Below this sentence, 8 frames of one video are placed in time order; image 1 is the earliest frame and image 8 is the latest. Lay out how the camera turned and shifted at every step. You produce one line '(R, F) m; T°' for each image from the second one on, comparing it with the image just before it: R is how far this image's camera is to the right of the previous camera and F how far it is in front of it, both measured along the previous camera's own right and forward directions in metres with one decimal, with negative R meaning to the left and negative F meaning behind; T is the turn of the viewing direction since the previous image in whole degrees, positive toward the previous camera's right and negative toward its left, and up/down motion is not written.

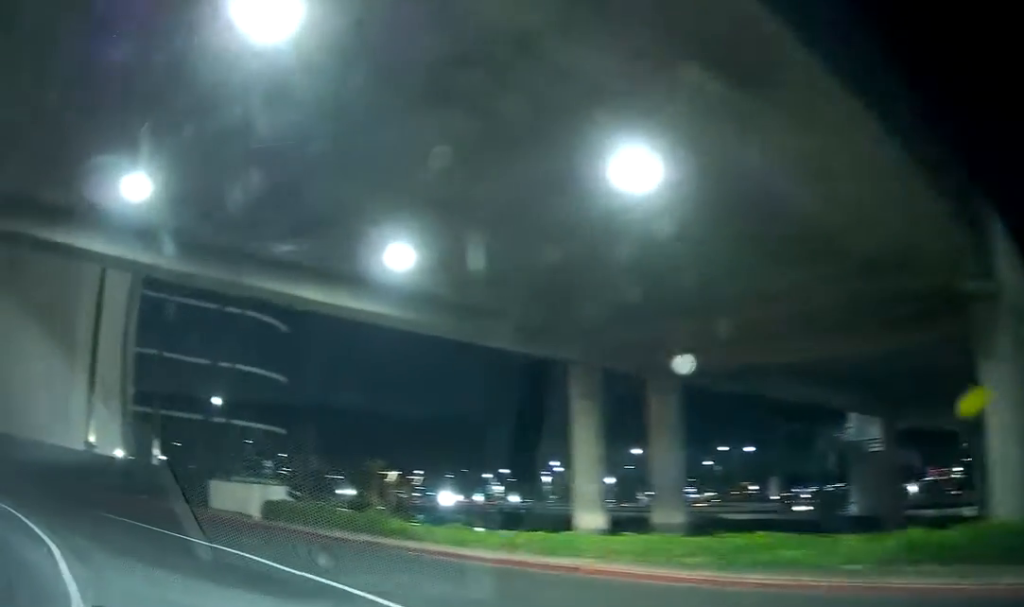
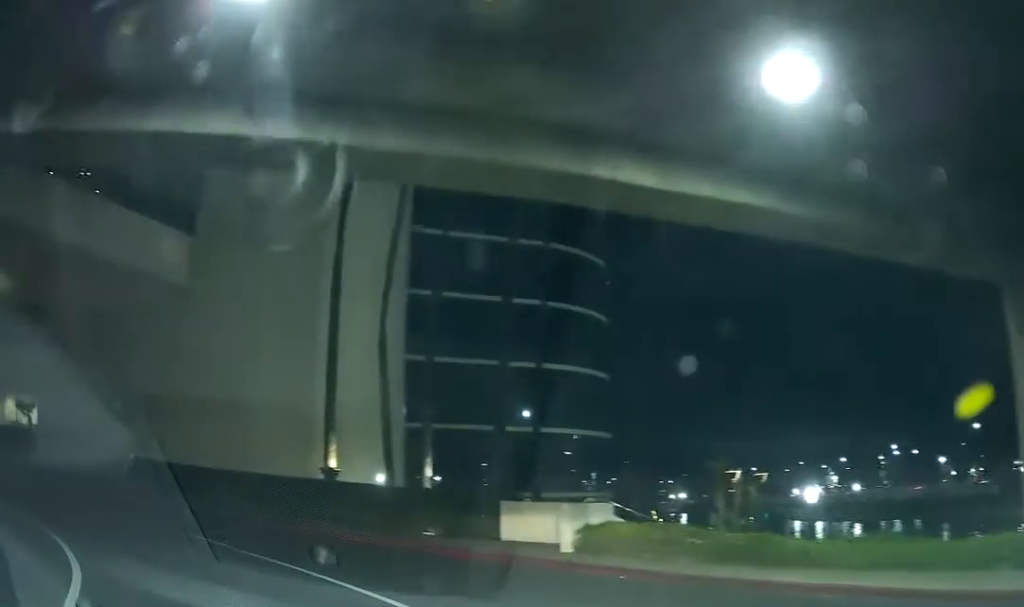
(-1.8, +7.1) m; -29°
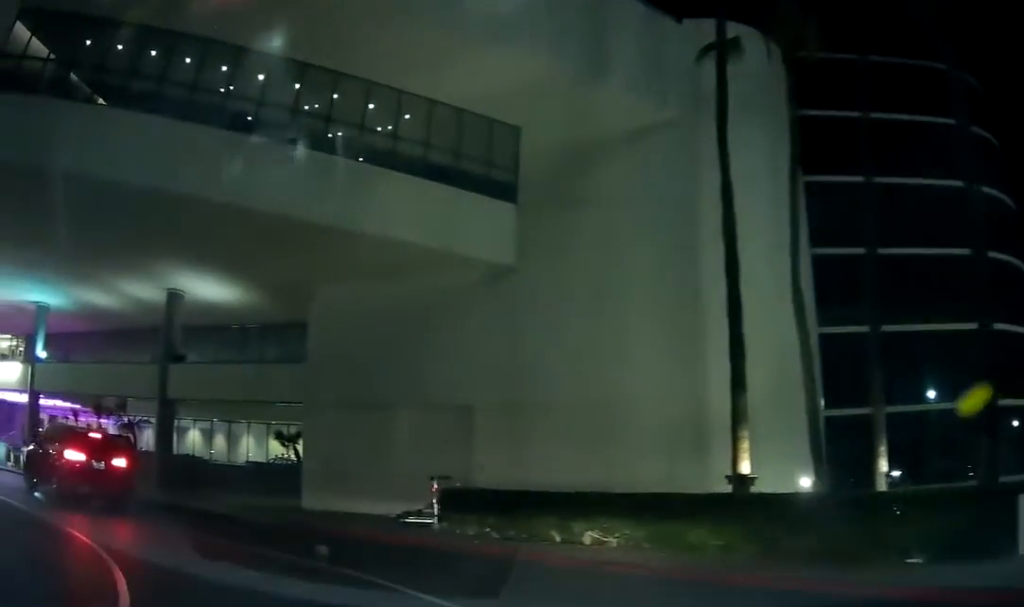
(-2.2, +7.9) m; -28°
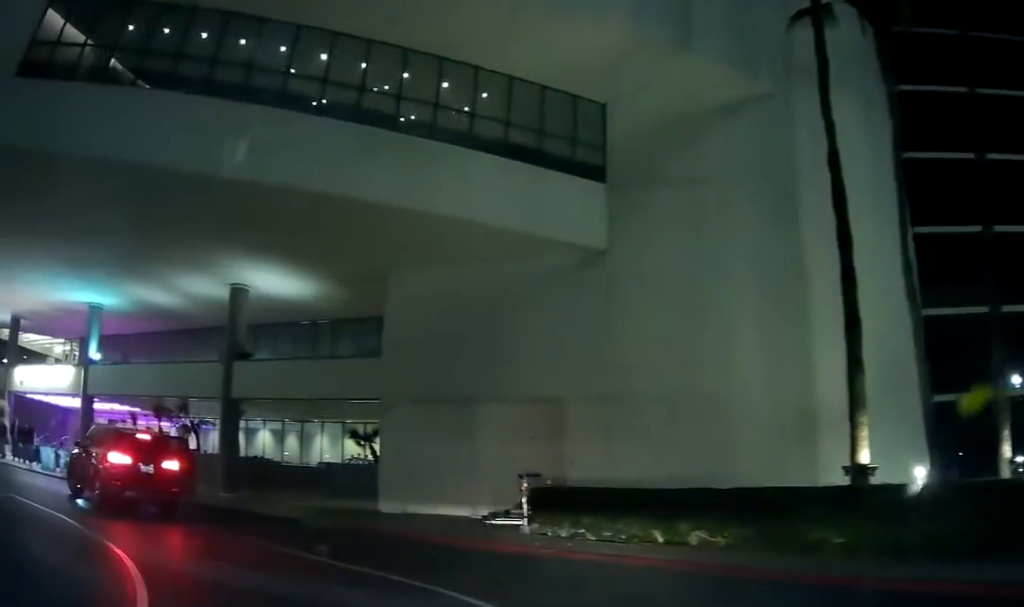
(0.0, +1.7) m; -7°
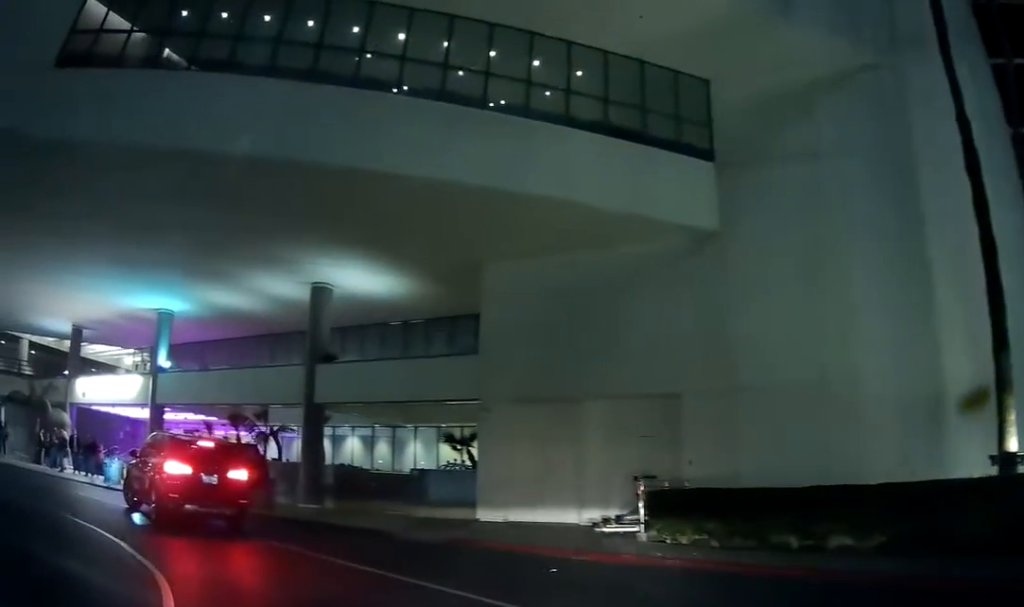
(-0.1, +1.7) m; -9°
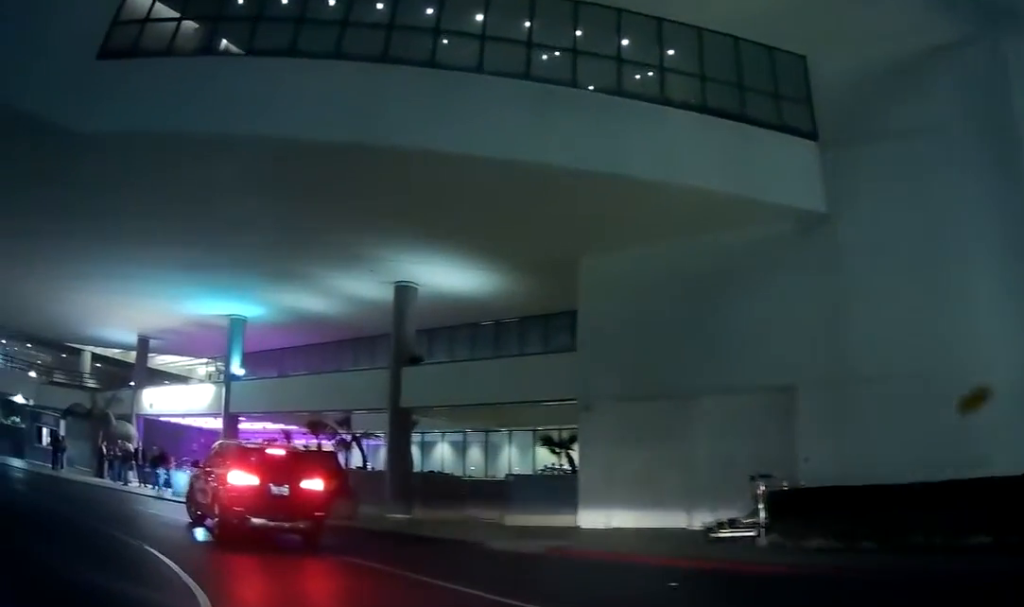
(-0.1, +1.5) m; -8°
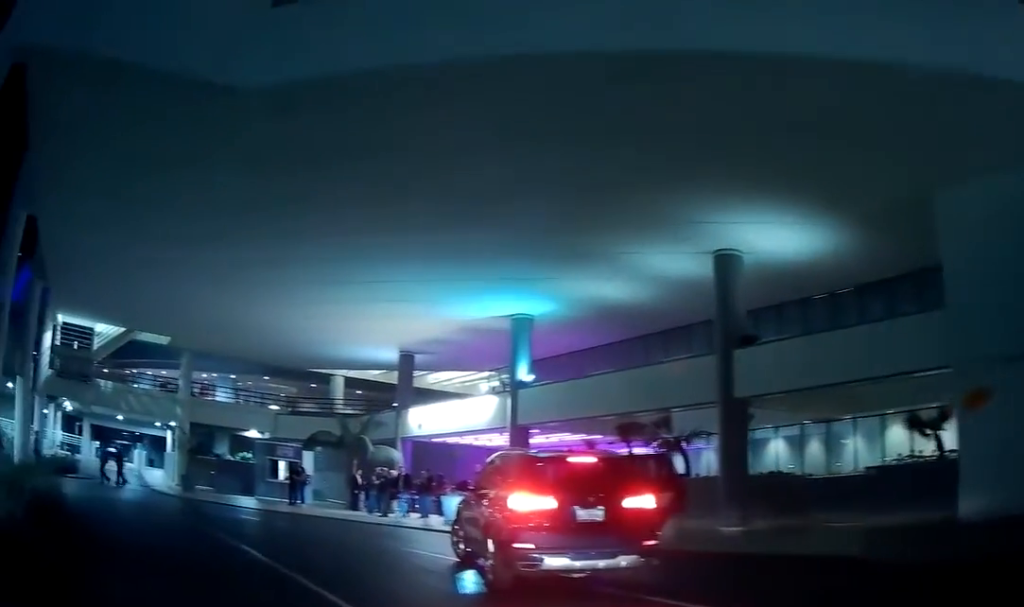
(-0.7, +4.0) m; -22°
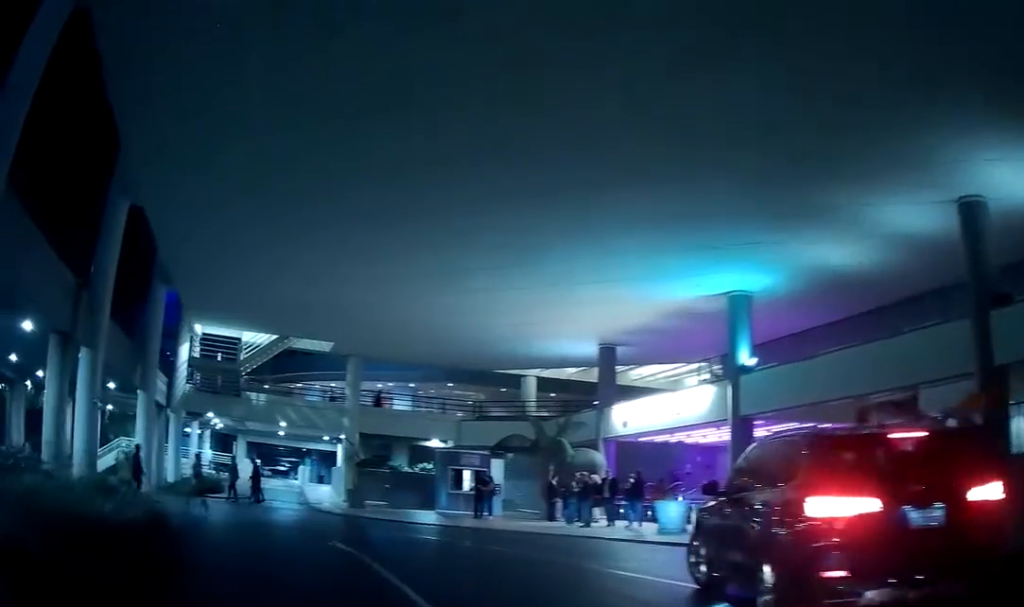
(-0.4, +2.7) m; -10°
